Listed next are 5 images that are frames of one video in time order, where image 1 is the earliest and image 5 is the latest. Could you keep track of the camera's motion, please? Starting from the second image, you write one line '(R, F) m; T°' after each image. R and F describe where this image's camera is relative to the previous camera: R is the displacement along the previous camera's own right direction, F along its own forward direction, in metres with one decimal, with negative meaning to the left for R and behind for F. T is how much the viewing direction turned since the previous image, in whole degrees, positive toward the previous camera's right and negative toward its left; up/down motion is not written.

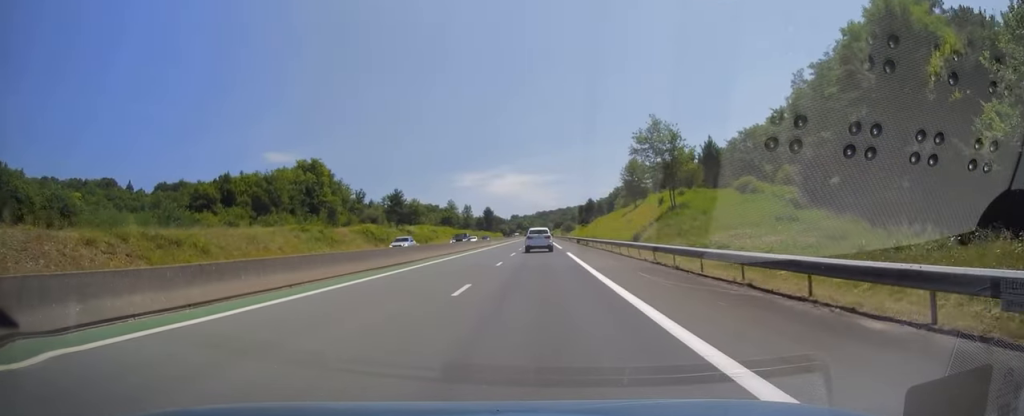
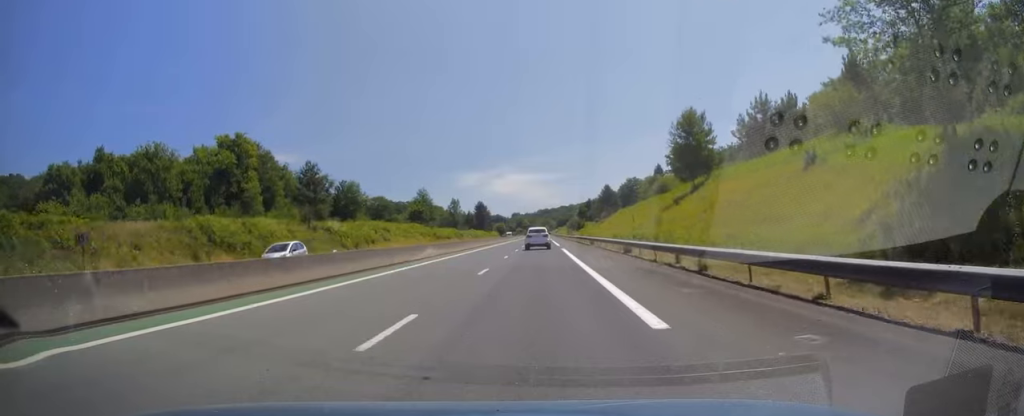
(+0.5, +45.1) m; 0°
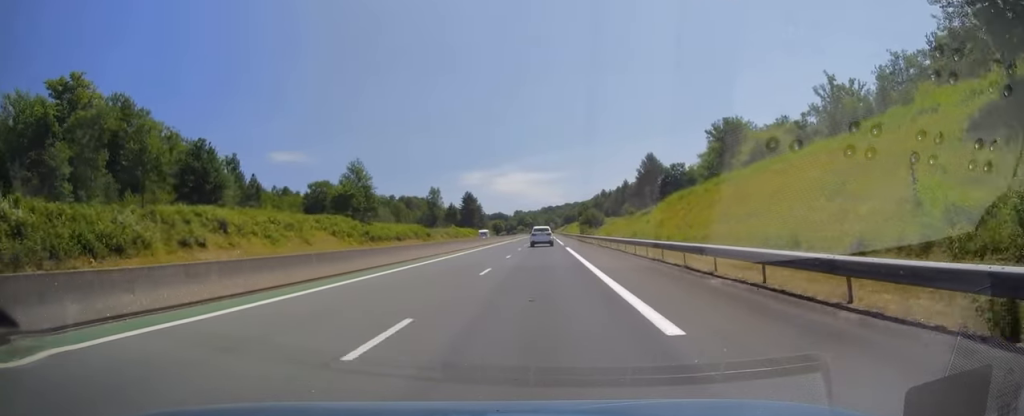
(-0.8, +52.6) m; 0°
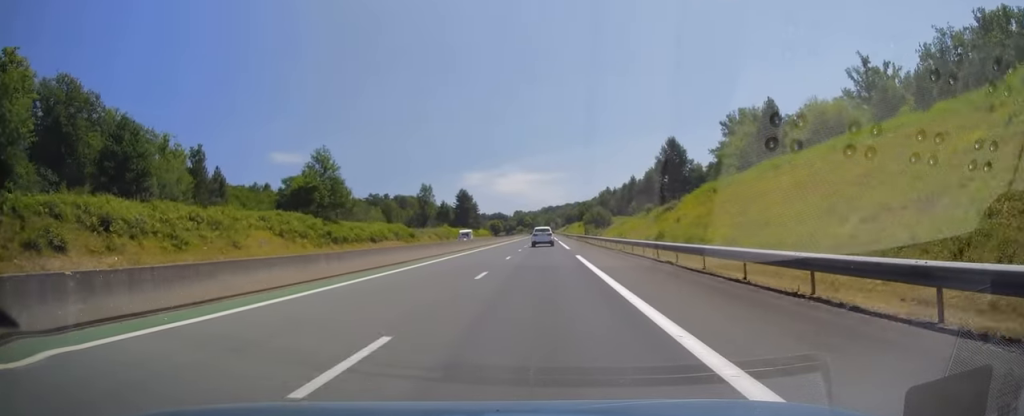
(+0.2, +14.5) m; 0°
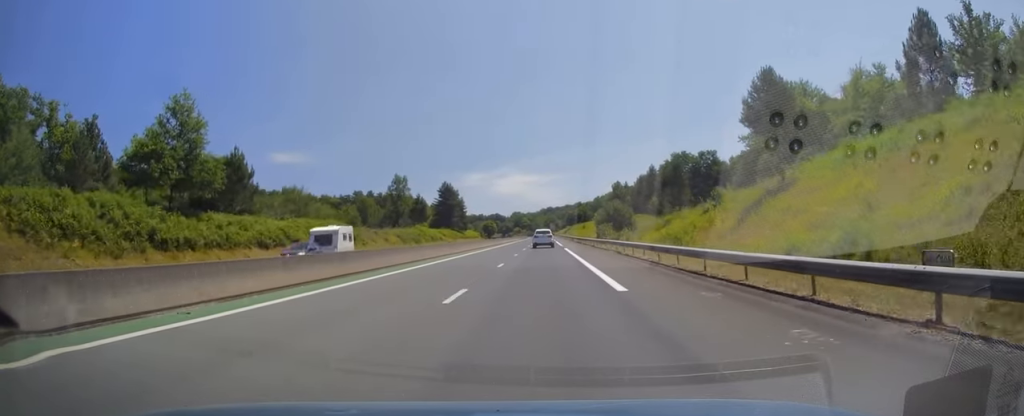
(0.0, +31.7) m; 0°
